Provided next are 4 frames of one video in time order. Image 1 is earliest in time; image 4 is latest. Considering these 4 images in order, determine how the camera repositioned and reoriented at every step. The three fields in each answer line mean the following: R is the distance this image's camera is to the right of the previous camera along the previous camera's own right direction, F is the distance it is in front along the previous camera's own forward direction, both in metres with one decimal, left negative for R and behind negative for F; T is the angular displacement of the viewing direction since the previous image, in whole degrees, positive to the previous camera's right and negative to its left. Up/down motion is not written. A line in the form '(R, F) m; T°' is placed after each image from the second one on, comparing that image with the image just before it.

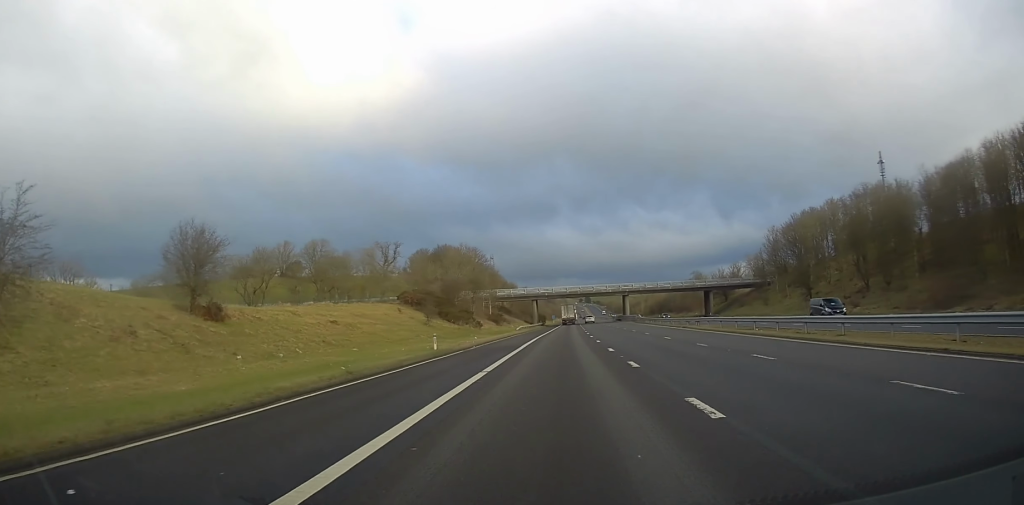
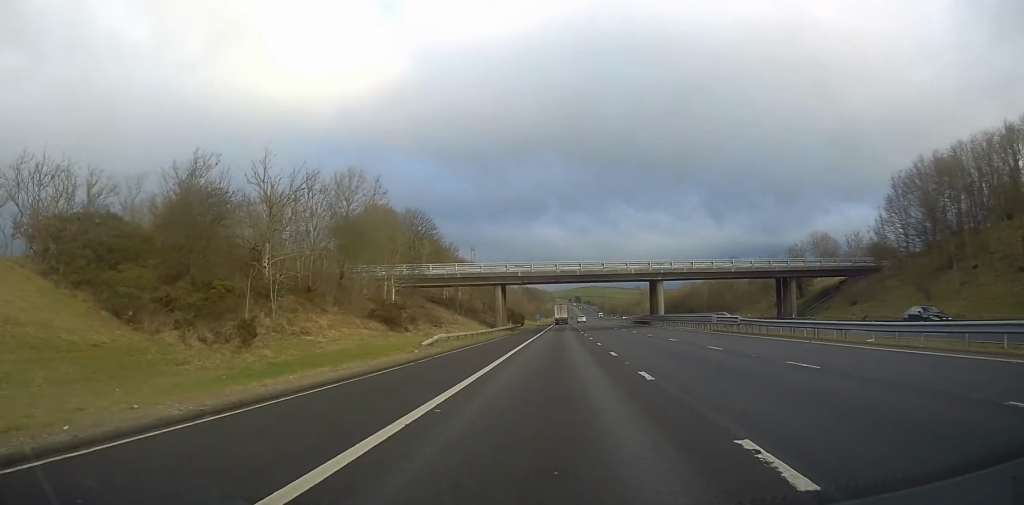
(+0.2, +56.5) m; +1°
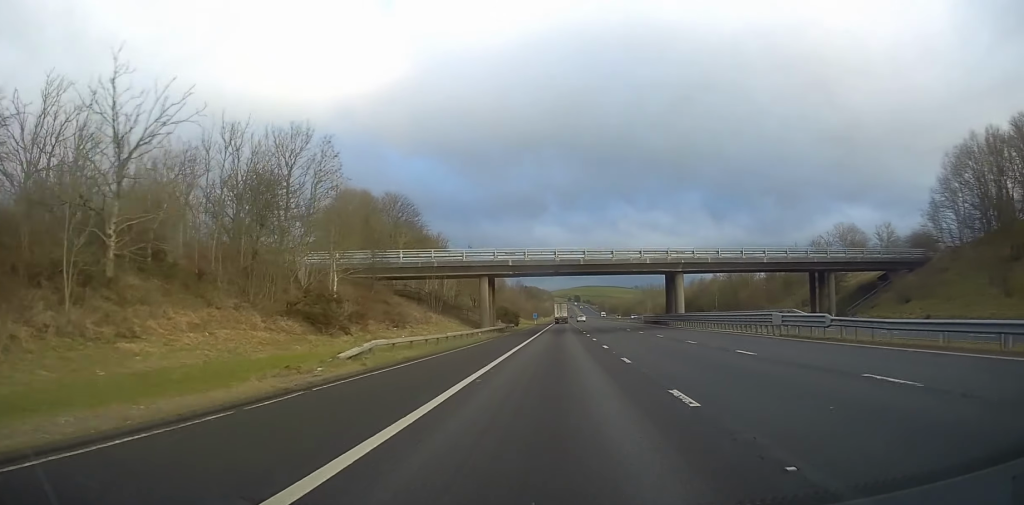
(0.0, +14.0) m; 0°
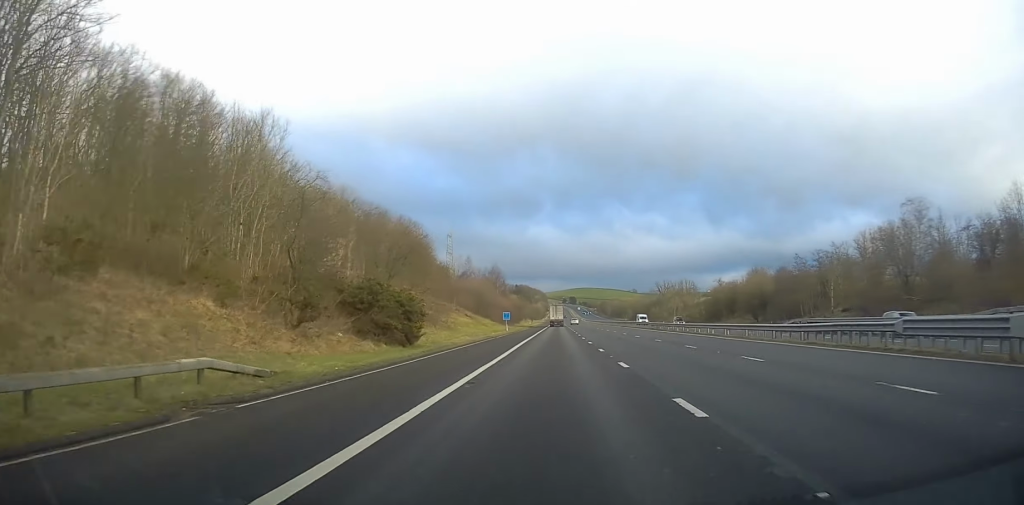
(+0.1, +72.5) m; +1°
